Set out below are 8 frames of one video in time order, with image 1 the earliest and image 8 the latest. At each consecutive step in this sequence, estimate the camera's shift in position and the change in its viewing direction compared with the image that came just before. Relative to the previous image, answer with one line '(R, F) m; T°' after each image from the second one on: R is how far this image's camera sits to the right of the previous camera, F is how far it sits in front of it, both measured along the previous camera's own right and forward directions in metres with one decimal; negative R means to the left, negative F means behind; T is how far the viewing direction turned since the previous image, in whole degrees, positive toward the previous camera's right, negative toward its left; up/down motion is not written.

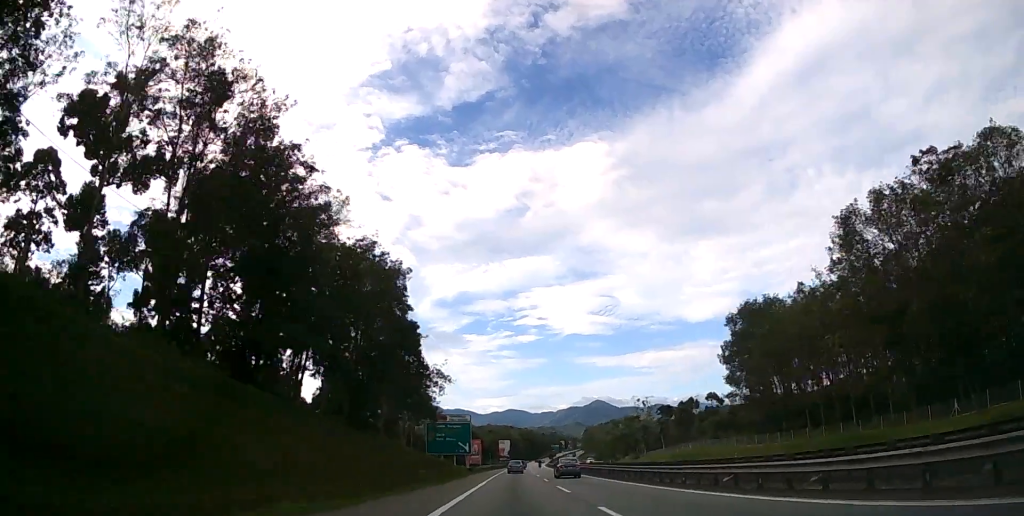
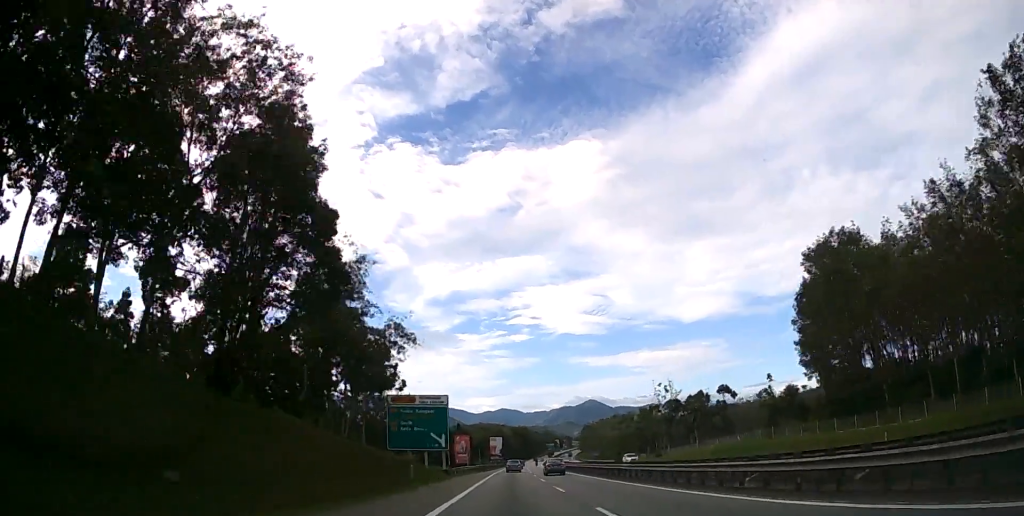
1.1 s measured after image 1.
(+0.2, +25.9) m; +1°
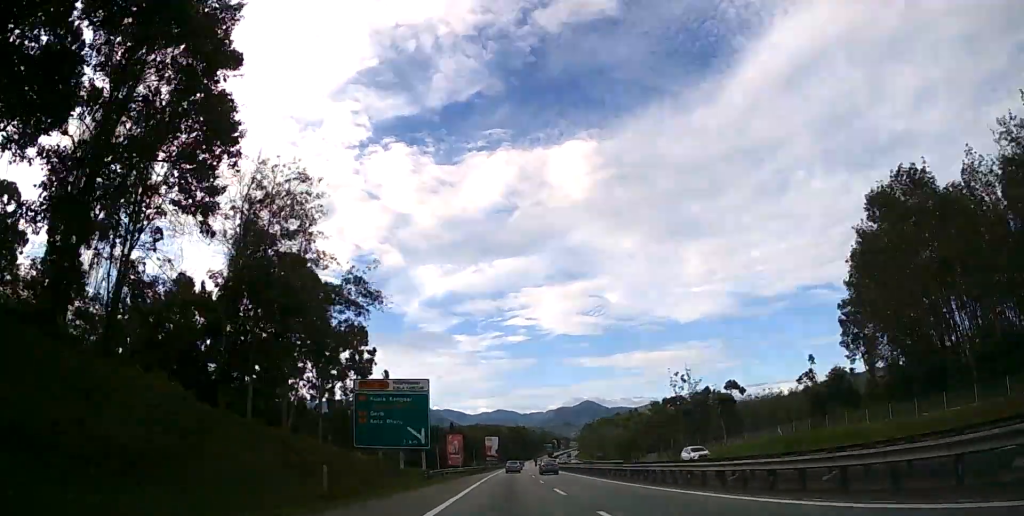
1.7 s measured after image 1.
(0.0, +13.8) m; 0°
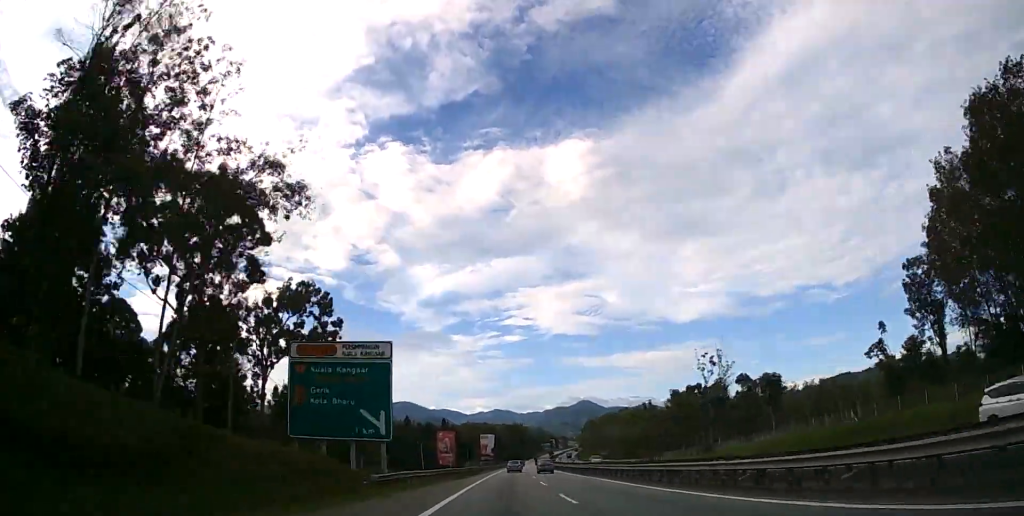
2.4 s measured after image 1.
(+0.1, +16.5) m; 0°
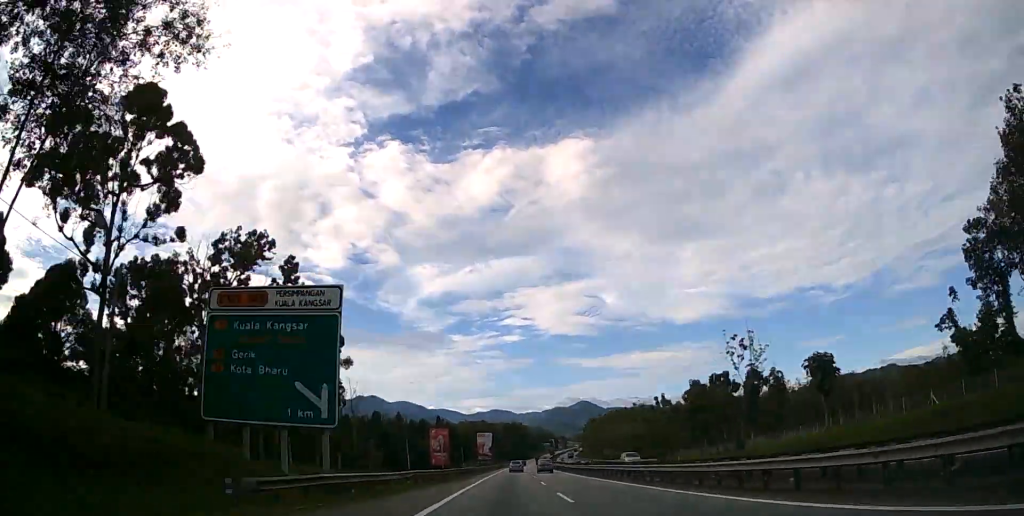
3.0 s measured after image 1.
(0.0, +11.9) m; 0°
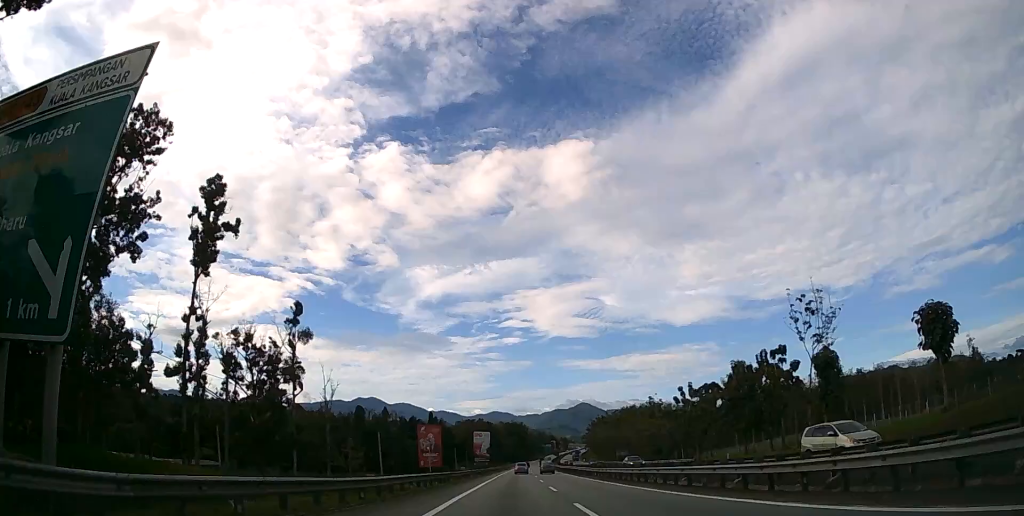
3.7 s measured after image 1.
(+0.1, +17.5) m; 0°
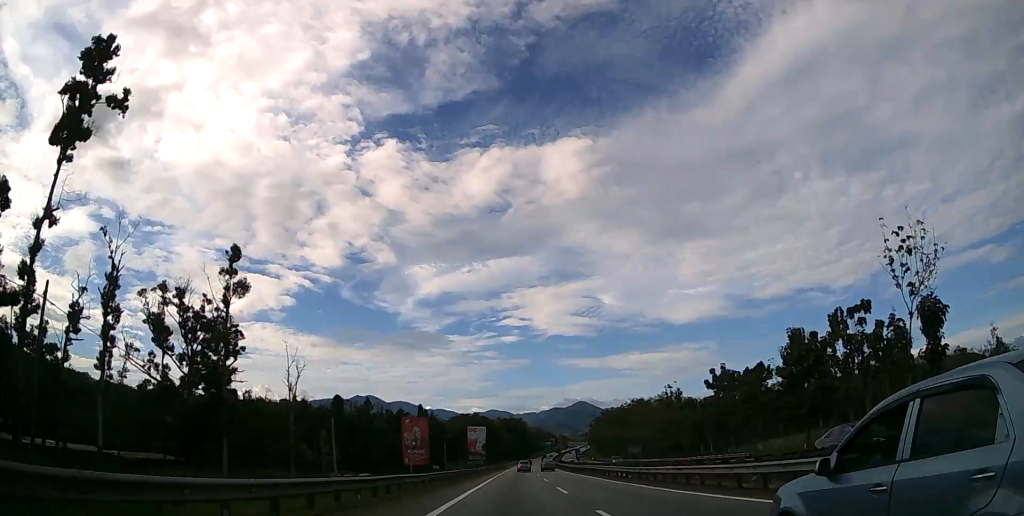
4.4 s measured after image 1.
(0.0, +16.5) m; 0°
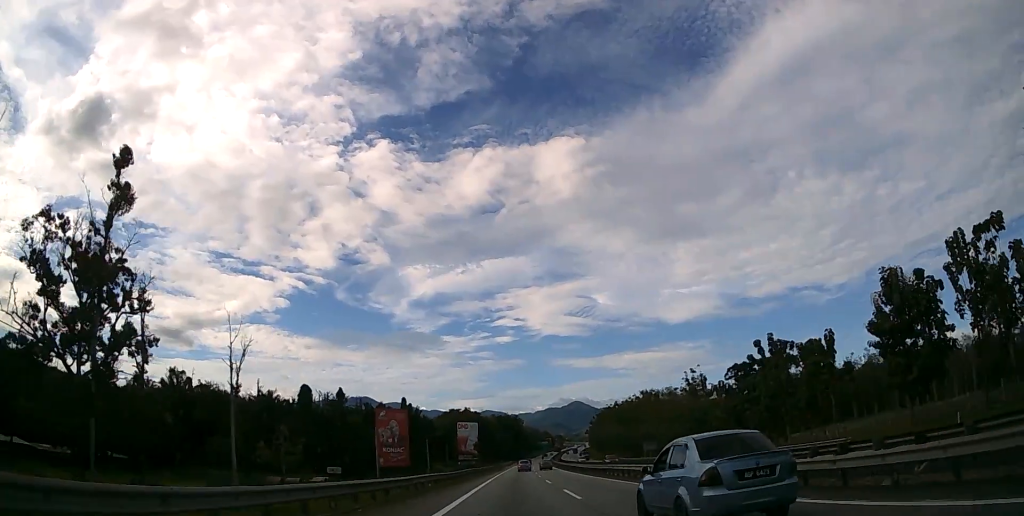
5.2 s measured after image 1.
(0.0, +17.6) m; 0°
